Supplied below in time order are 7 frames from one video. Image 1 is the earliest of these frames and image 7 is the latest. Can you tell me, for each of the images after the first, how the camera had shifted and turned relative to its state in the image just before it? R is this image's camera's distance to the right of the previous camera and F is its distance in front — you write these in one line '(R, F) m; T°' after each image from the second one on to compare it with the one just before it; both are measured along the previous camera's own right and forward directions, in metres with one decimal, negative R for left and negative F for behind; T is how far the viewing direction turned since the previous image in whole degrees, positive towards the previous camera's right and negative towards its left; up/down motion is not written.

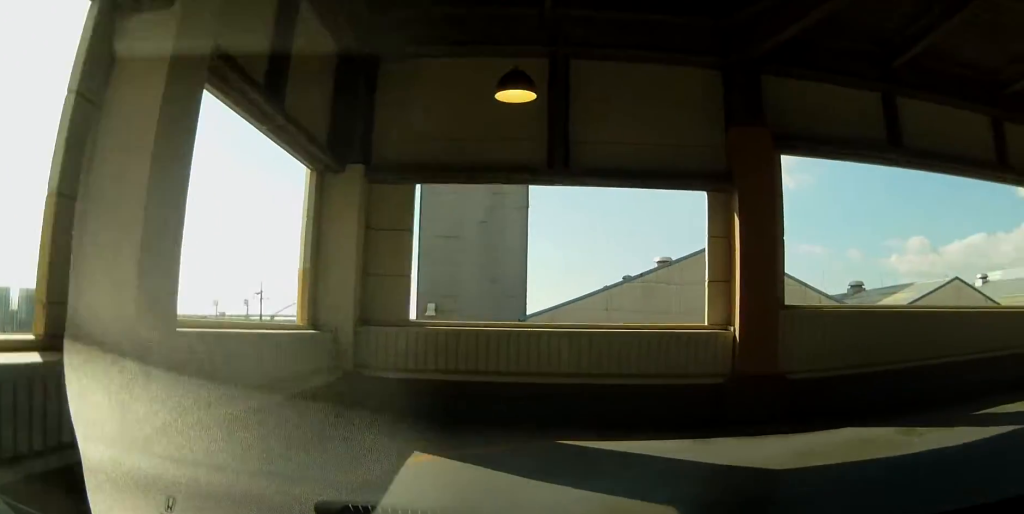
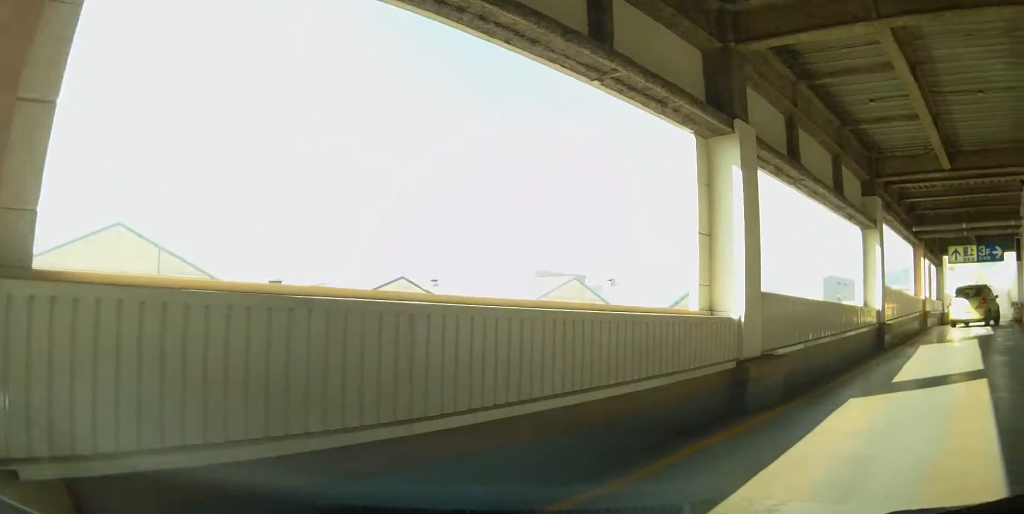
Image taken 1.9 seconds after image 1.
(+0.4, +7.4) m; +15°
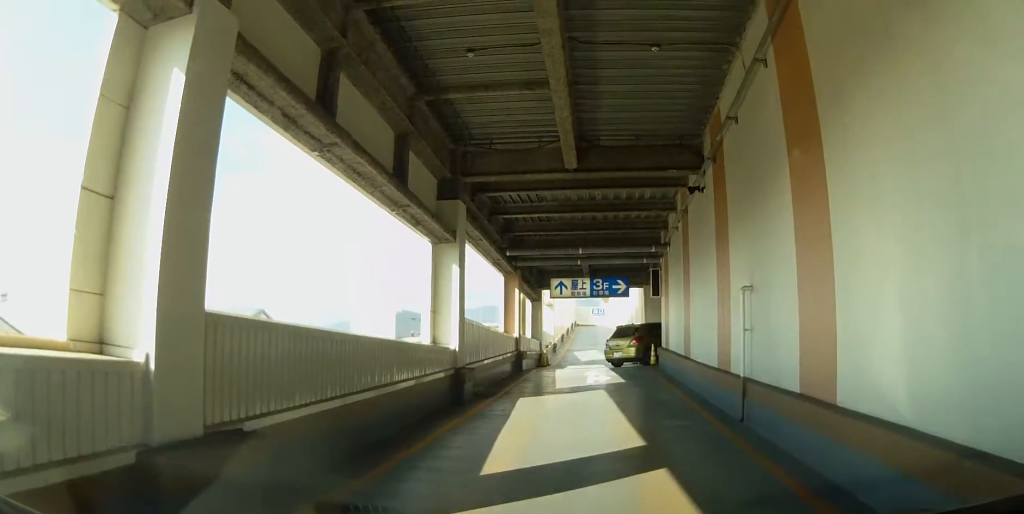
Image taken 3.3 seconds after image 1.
(+1.0, +3.9) m; +35°
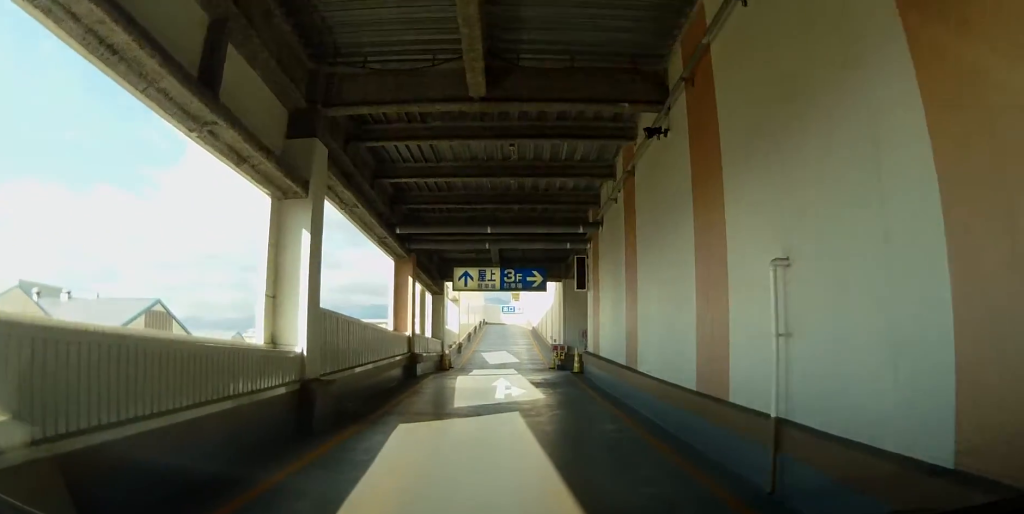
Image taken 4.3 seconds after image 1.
(+0.5, +2.9) m; +21°
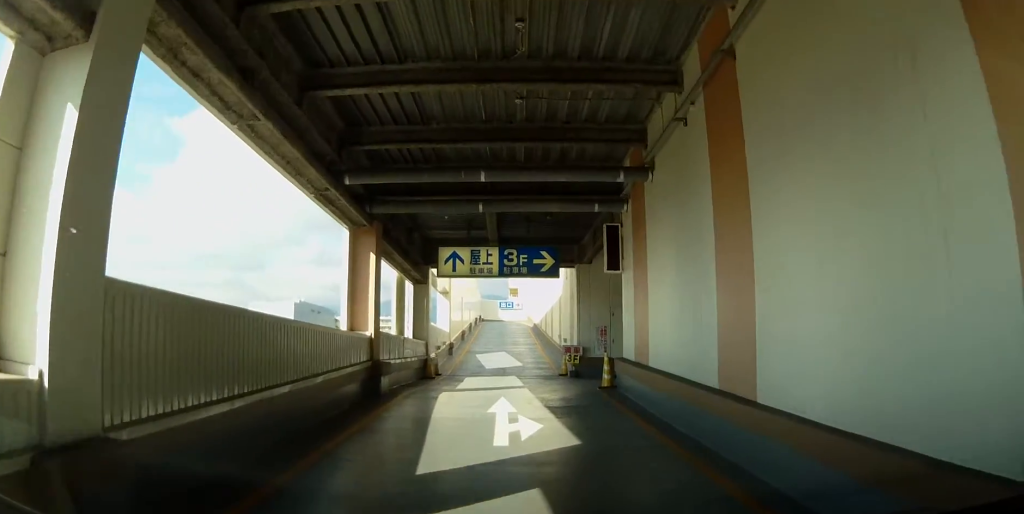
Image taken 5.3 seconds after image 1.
(+0.6, +4.0) m; +16°
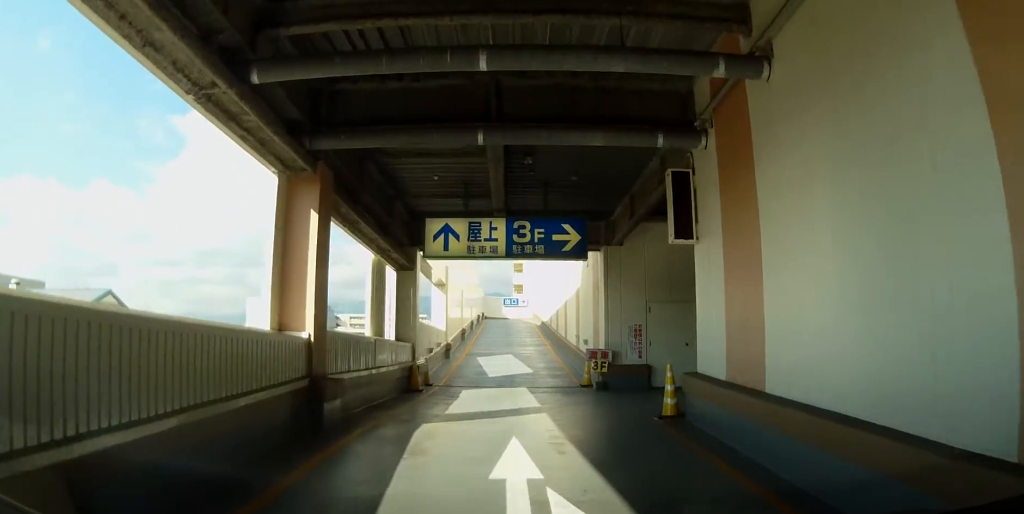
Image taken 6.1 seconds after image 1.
(+0.5, +3.9) m; -4°
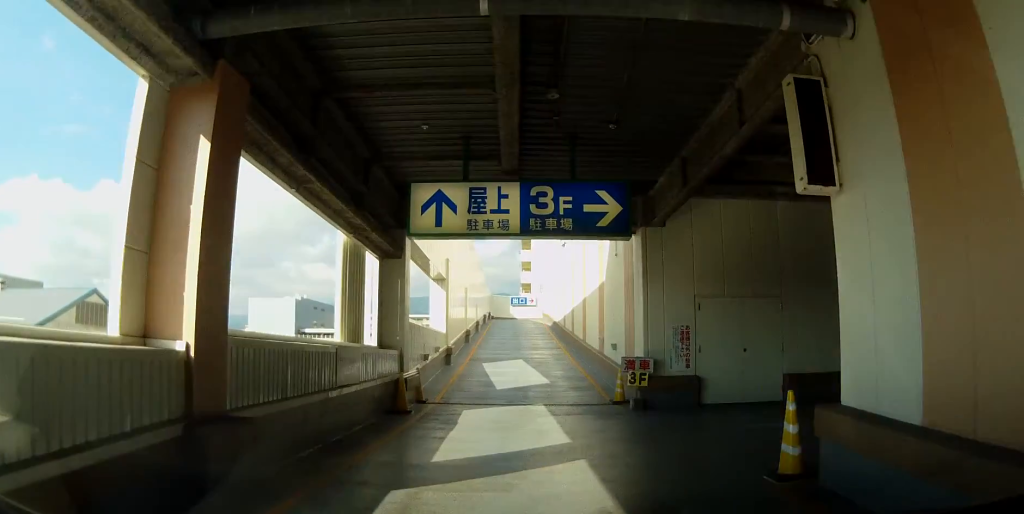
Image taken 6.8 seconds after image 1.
(-0.4, +3.3) m; -7°
